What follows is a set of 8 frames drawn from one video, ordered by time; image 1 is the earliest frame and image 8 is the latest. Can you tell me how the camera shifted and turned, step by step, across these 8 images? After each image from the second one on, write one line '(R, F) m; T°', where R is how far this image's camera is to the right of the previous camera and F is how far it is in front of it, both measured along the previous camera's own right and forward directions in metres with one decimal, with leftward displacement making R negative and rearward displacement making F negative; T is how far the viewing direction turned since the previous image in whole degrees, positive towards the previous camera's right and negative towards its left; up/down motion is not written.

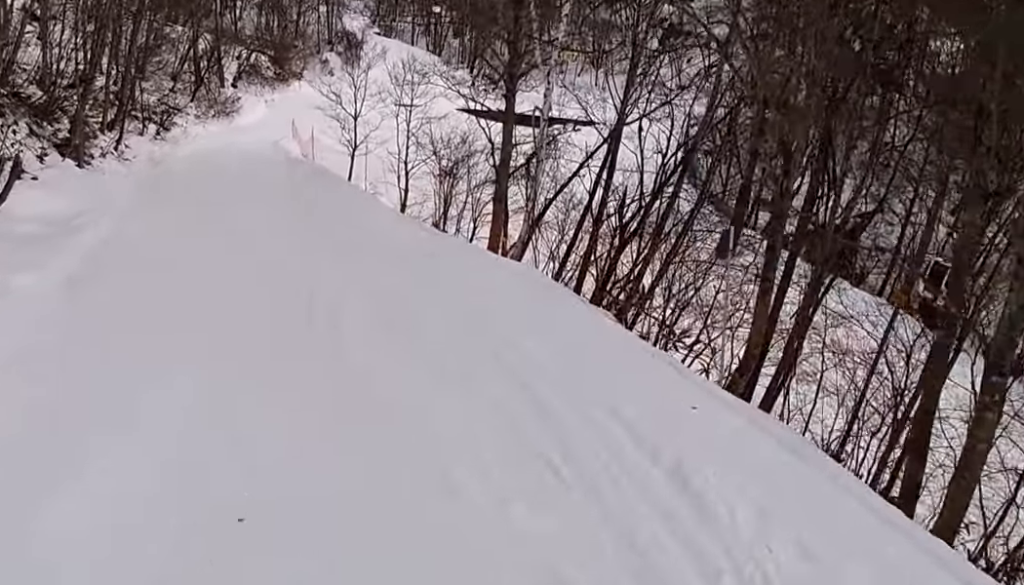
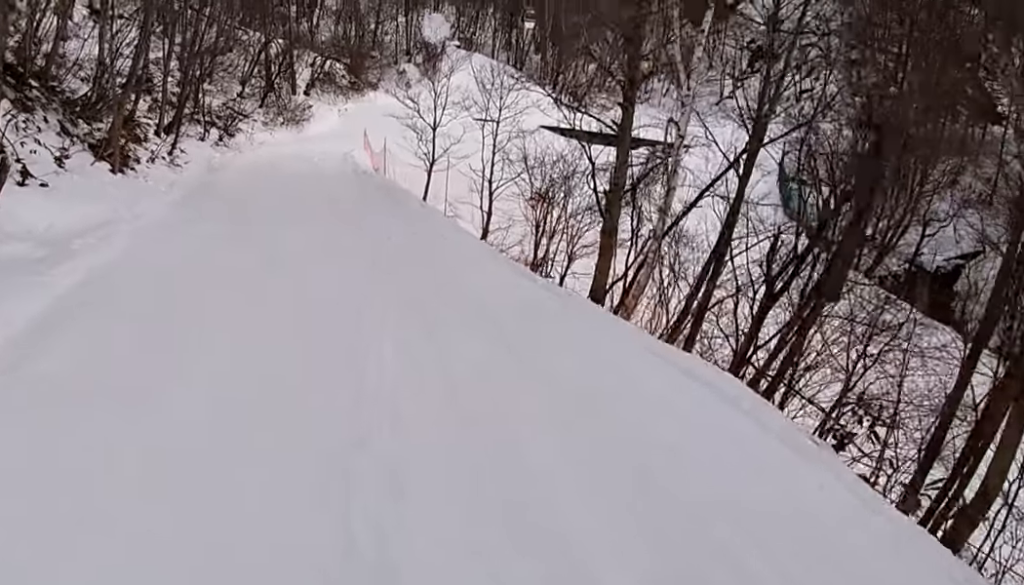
(-0.1, +3.2) m; -7°
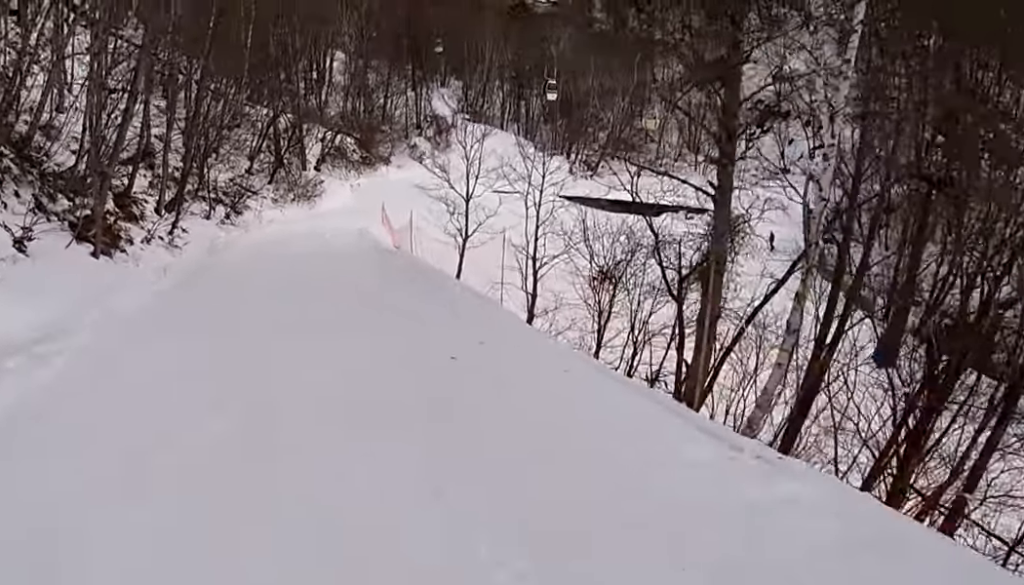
(+0.1, +3.0) m; -10°
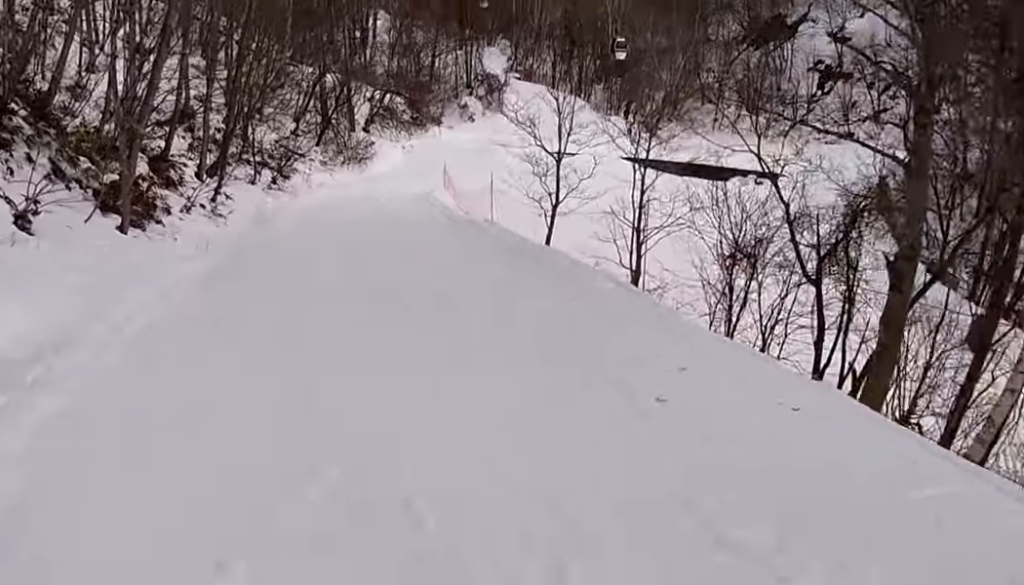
(-0.5, +2.6) m; +2°
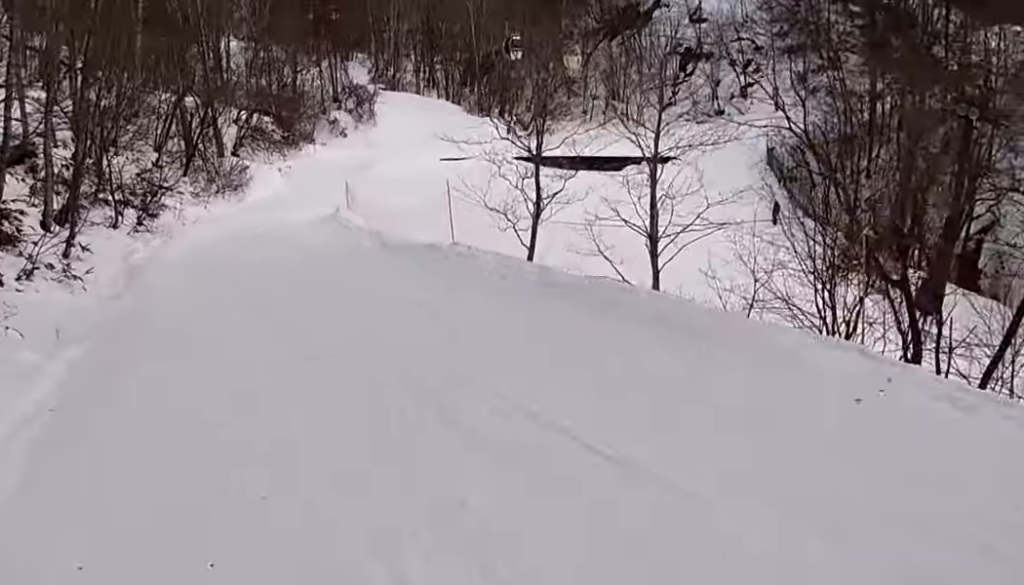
(0.0, +4.6) m; +8°
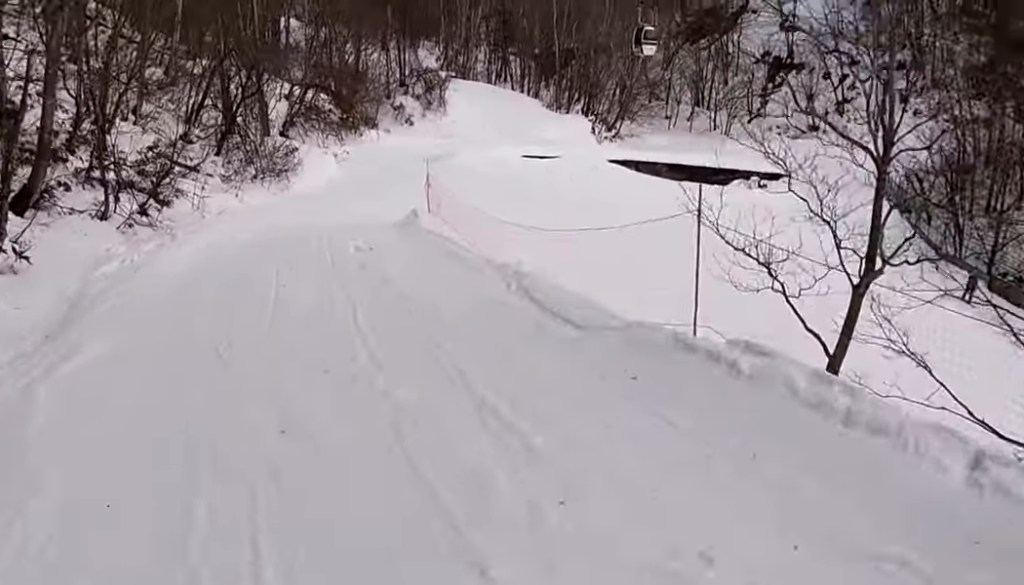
(+1.0, +6.4) m; +9°
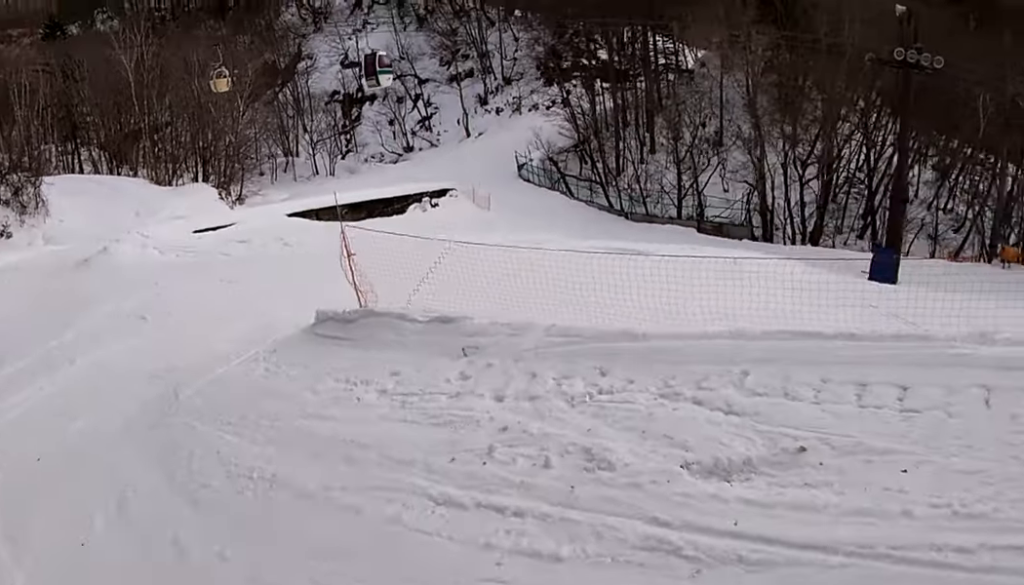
(0.0, +9.1) m; +6°
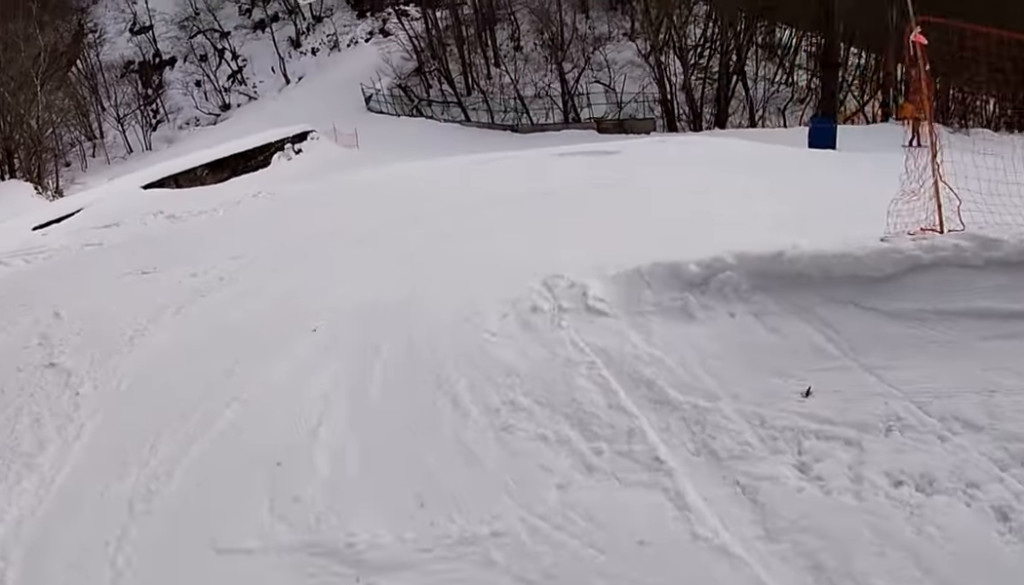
(+0.8, +4.8) m; +35°
